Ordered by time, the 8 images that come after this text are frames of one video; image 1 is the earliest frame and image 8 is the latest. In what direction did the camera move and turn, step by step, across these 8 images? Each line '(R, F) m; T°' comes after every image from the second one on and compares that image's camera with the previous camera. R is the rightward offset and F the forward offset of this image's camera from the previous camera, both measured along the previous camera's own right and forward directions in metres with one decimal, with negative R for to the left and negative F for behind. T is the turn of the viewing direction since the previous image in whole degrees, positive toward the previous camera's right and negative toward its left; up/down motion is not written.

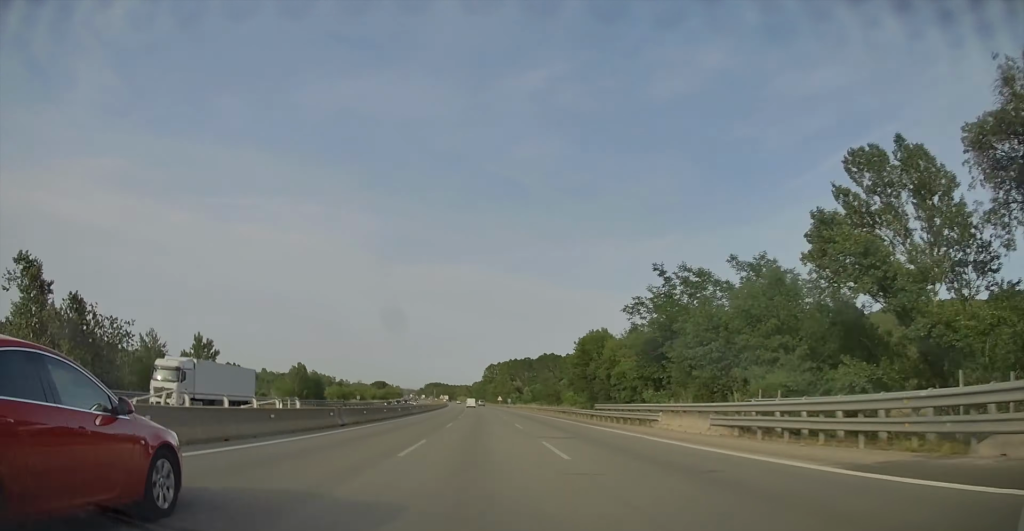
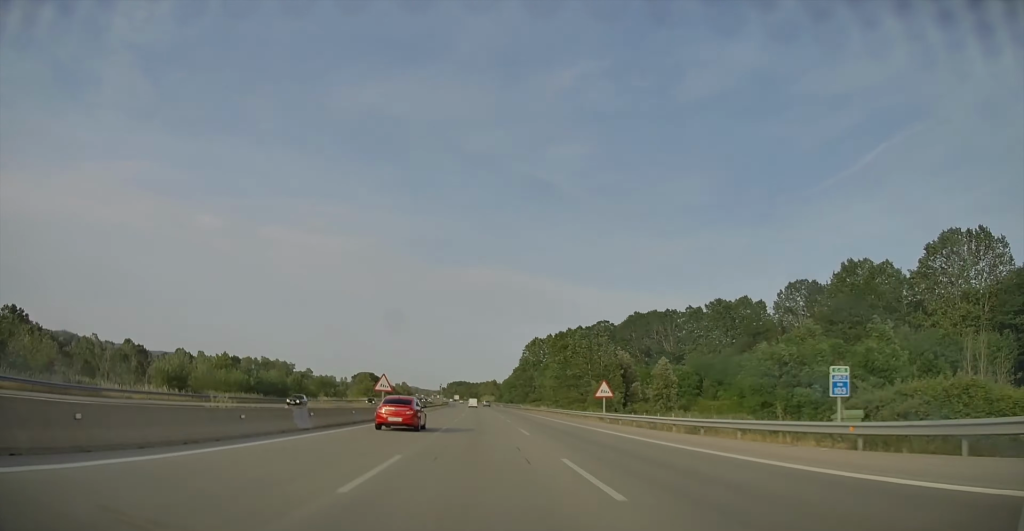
(-1.4, +136.7) m; -2°
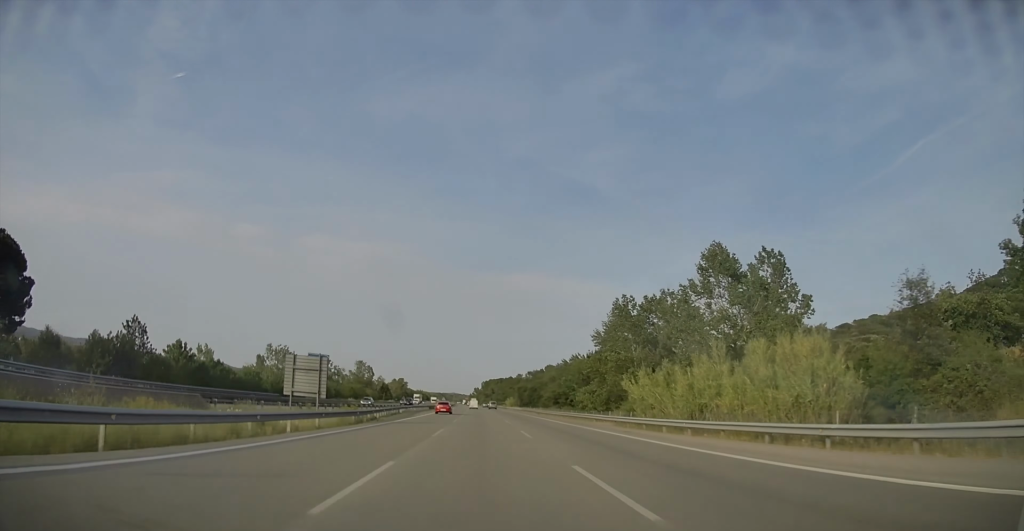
(-9.9, +264.6) m; -3°
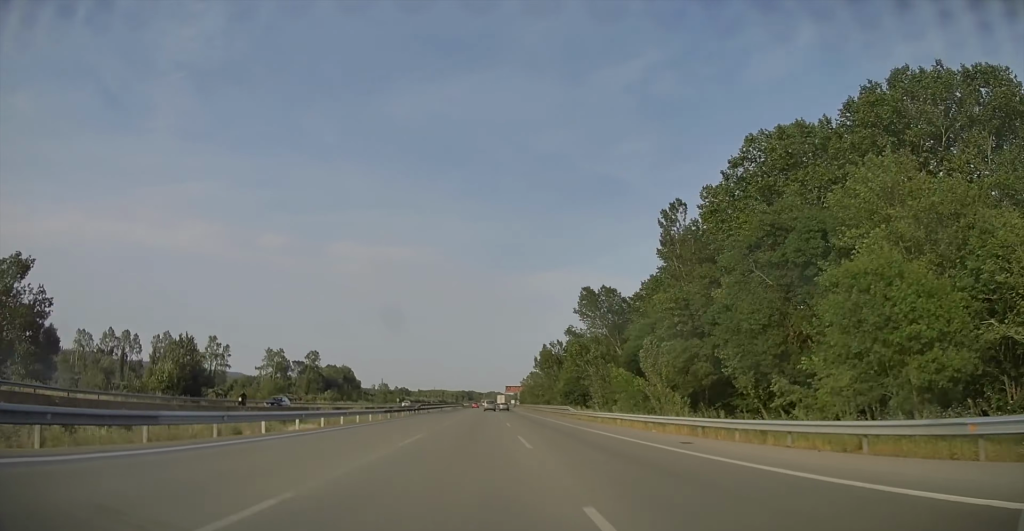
(-15.2, +547.2) m; -1°
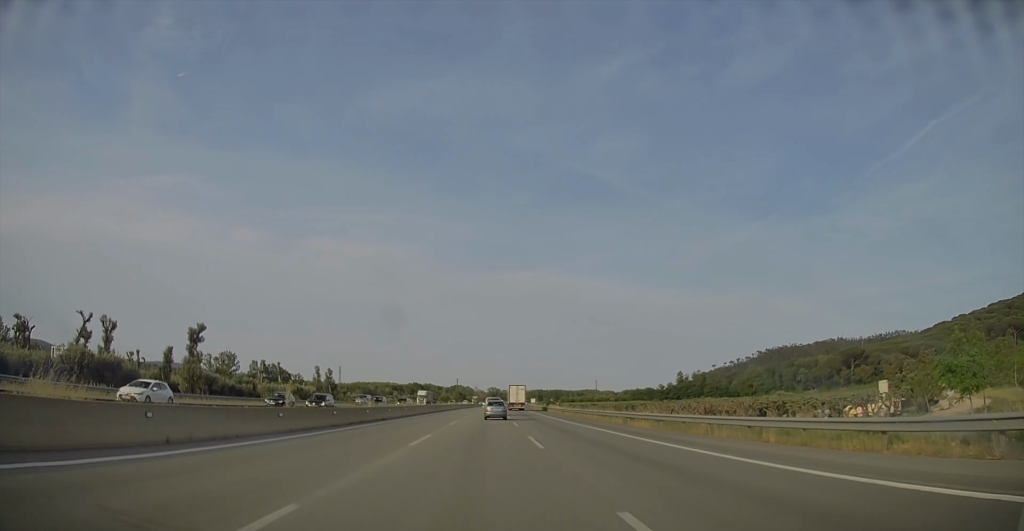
(+8.2, +385.7) m; +4°
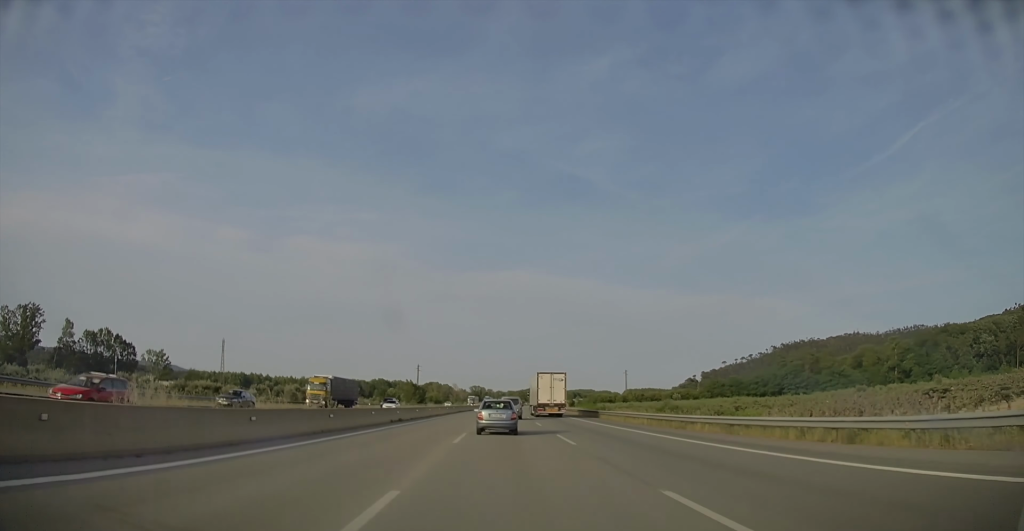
(+0.6, +157.5) m; +3°
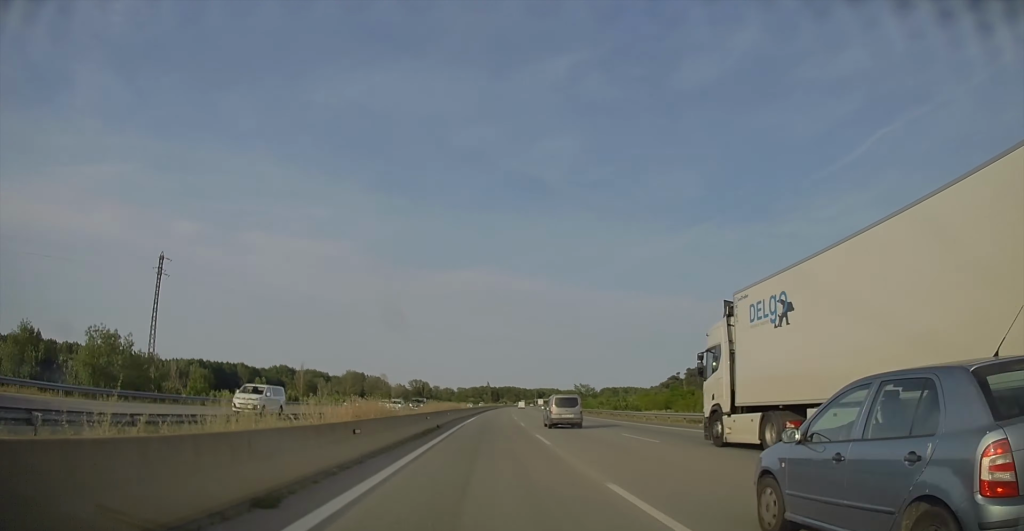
(+8.1, +191.2) m; +4°
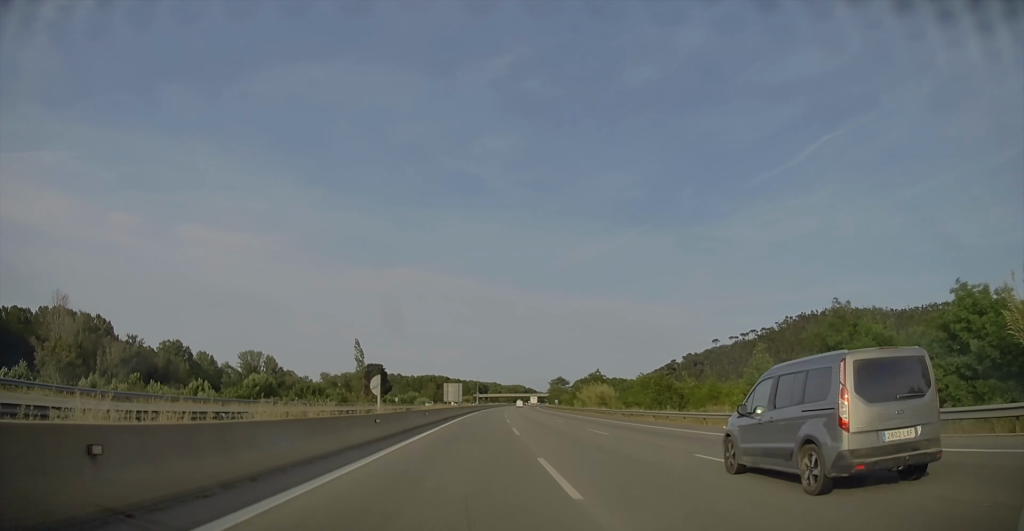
(+16.5, +306.5) m; +6°
